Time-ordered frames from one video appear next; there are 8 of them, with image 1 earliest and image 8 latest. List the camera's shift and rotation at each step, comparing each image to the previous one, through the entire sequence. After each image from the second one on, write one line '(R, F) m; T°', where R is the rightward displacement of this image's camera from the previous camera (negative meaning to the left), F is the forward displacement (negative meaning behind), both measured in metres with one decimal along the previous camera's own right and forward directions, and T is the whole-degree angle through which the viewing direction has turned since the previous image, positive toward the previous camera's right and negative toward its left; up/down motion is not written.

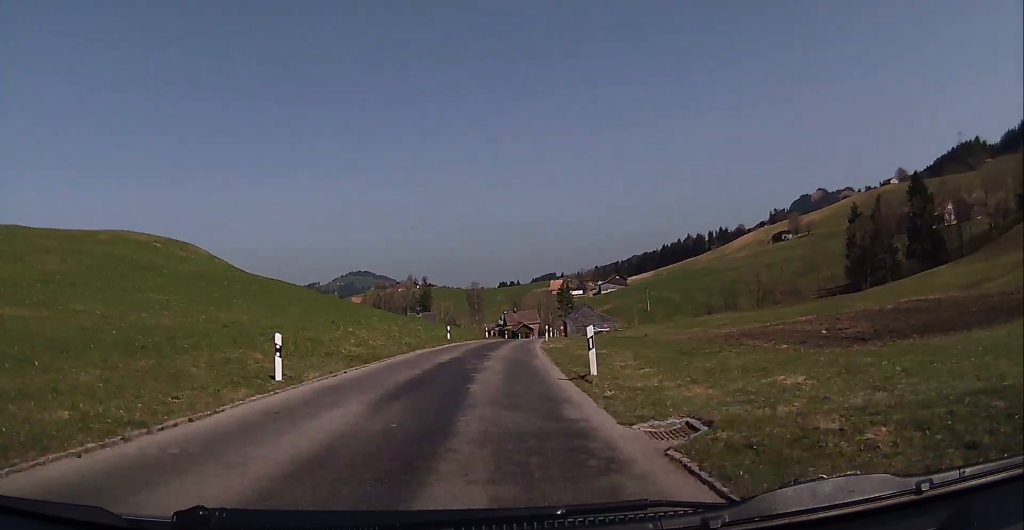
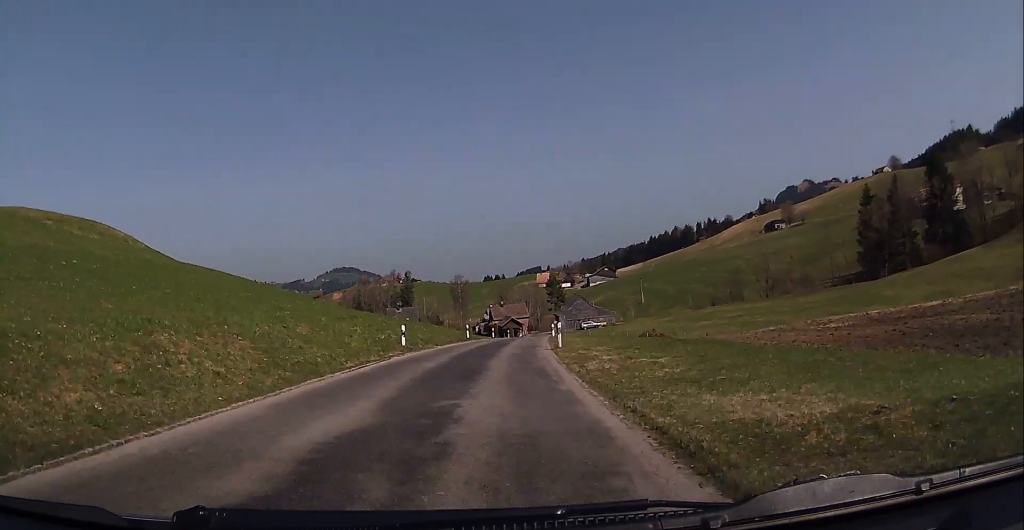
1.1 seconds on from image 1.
(+0.3, +16.0) m; +2°
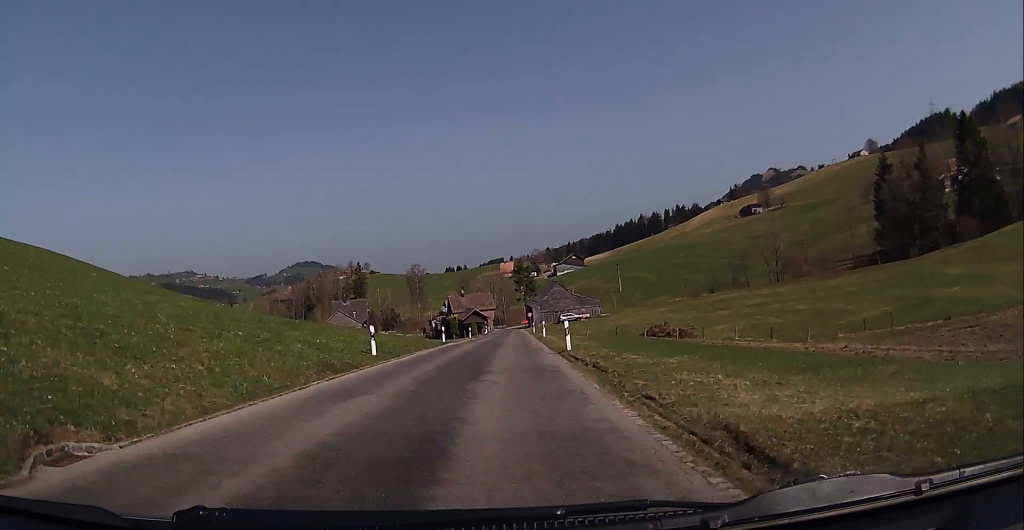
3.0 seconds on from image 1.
(+0.3, +27.4) m; +1°
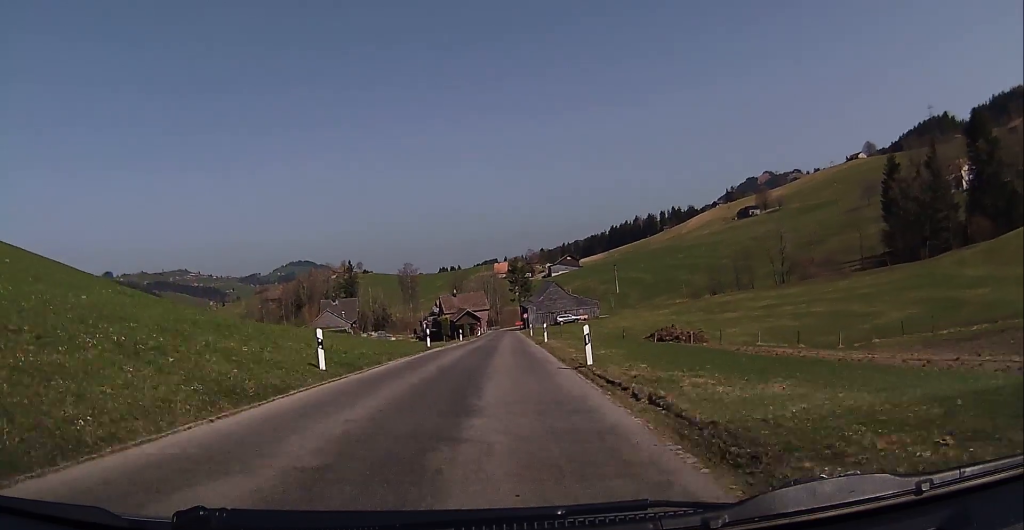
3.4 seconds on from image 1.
(-0.1, +5.8) m; 0°
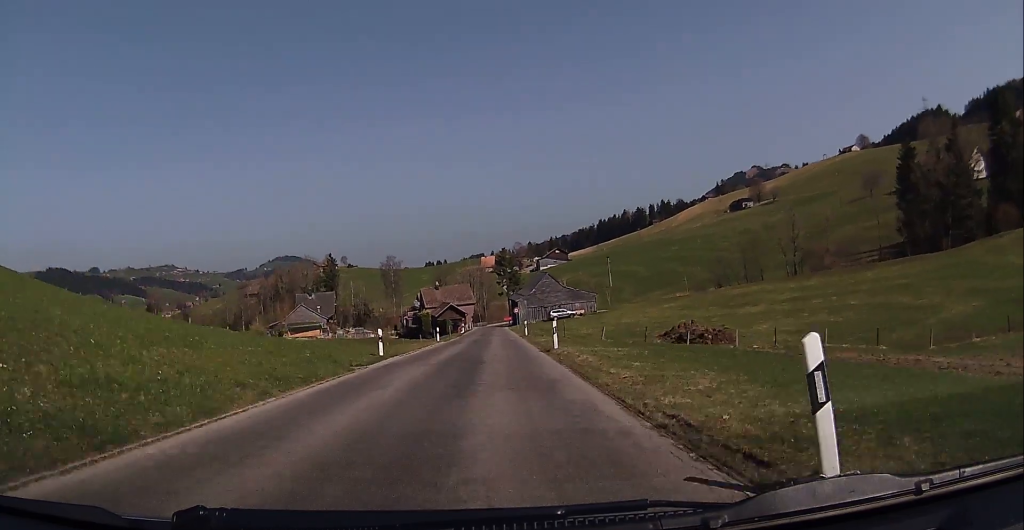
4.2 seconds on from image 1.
(+0.3, +11.6) m; +3°
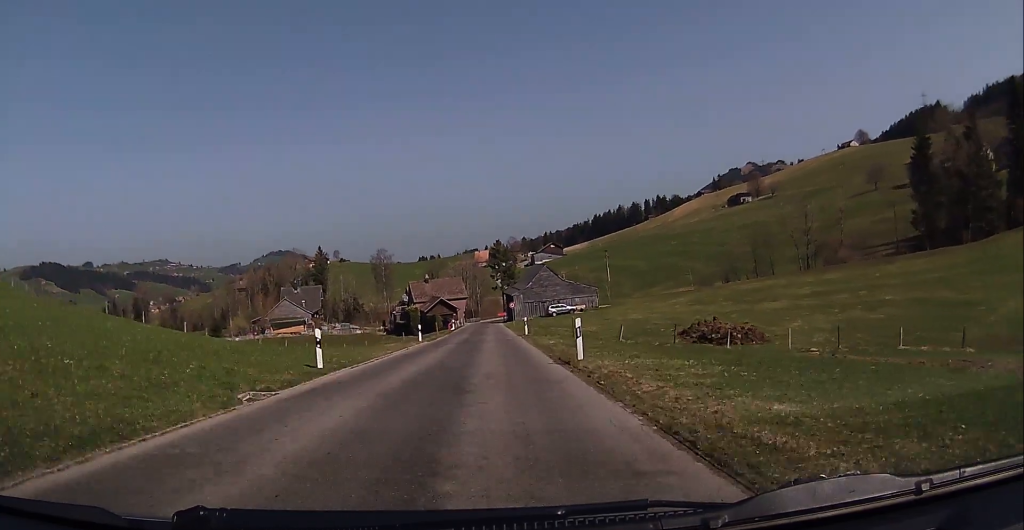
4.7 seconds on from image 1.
(+0.2, +7.7) m; +2°
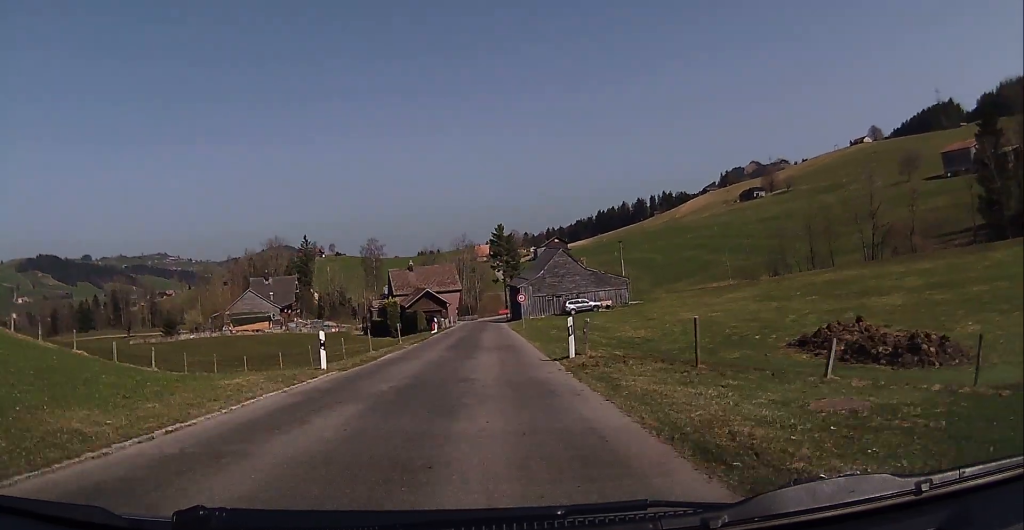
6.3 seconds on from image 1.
(+0.8, +22.0) m; 0°
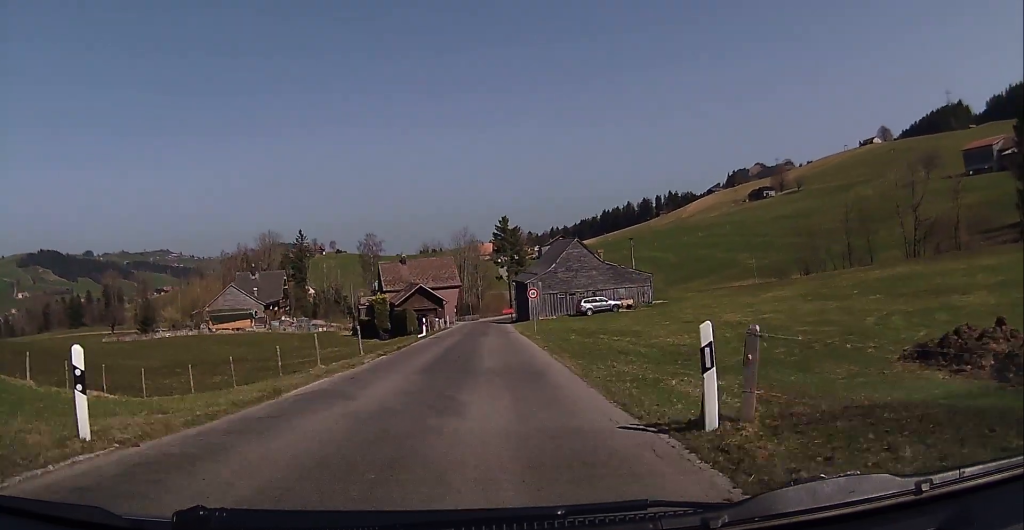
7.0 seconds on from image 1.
(-0.3, +10.3) m; 0°
